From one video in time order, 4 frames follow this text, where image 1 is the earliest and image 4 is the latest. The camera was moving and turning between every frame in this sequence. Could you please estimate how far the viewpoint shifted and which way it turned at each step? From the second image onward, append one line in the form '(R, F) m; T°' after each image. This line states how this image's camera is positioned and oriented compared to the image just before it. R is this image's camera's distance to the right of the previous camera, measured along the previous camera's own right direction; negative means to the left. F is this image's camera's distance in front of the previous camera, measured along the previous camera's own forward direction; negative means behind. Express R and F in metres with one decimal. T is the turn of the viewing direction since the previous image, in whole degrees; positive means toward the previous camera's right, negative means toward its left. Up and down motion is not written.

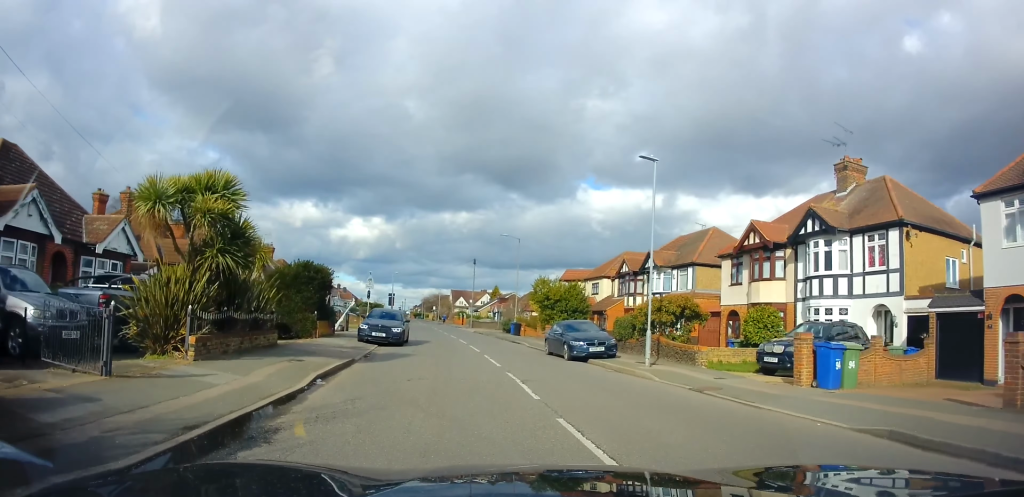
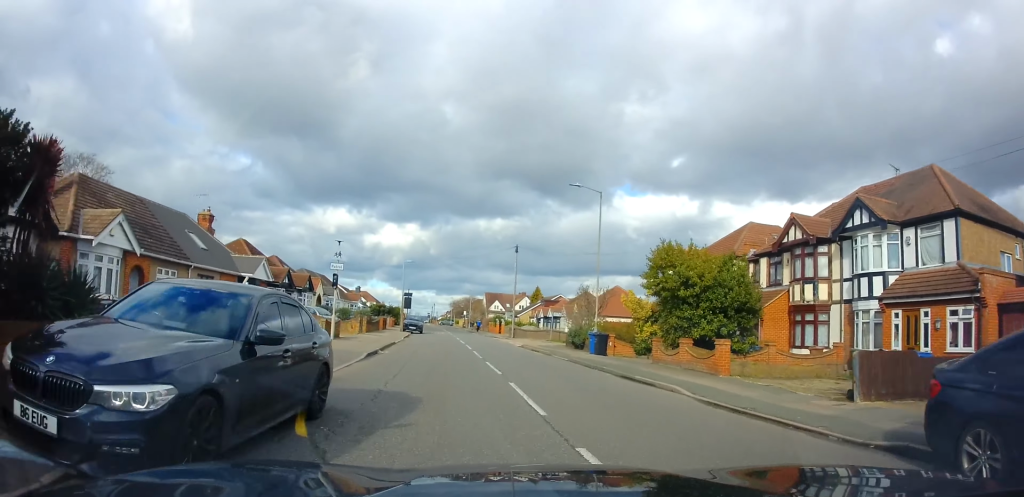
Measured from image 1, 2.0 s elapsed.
(-0.3, +19.5) m; -3°
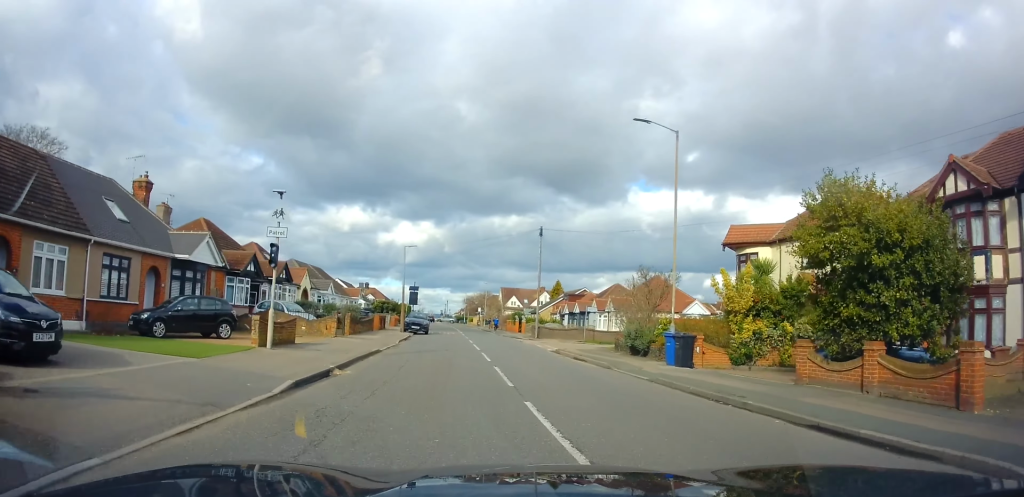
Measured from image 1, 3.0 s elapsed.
(-0.2, +8.9) m; -1°
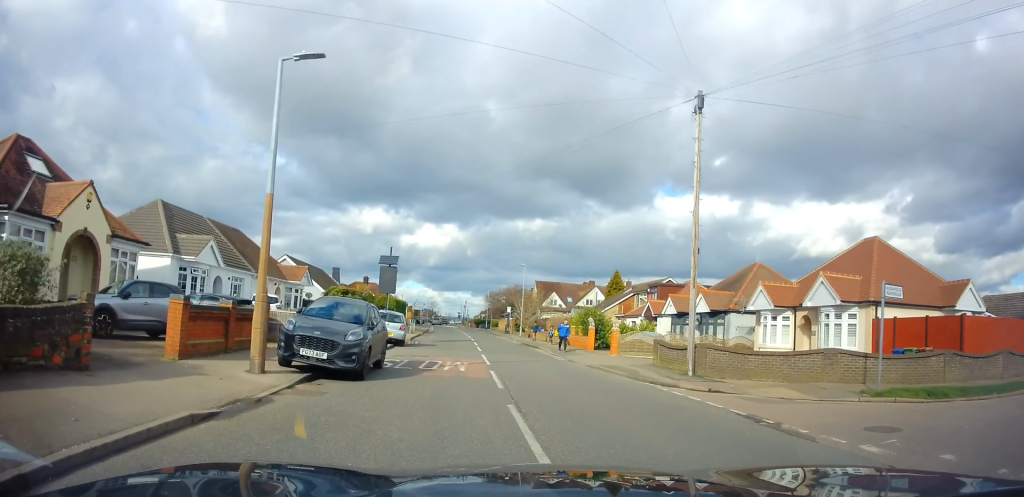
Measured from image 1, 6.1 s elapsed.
(-0.3, +29.6) m; -1°
